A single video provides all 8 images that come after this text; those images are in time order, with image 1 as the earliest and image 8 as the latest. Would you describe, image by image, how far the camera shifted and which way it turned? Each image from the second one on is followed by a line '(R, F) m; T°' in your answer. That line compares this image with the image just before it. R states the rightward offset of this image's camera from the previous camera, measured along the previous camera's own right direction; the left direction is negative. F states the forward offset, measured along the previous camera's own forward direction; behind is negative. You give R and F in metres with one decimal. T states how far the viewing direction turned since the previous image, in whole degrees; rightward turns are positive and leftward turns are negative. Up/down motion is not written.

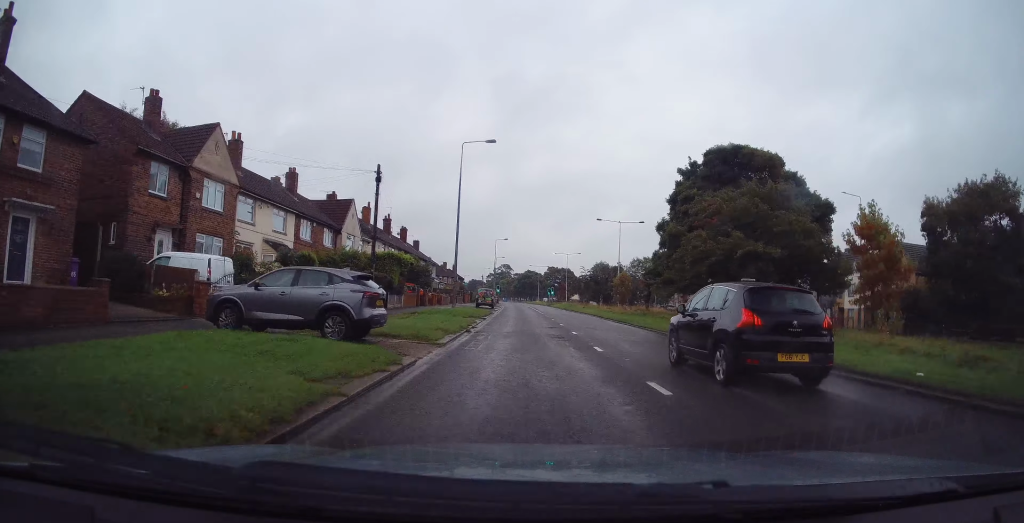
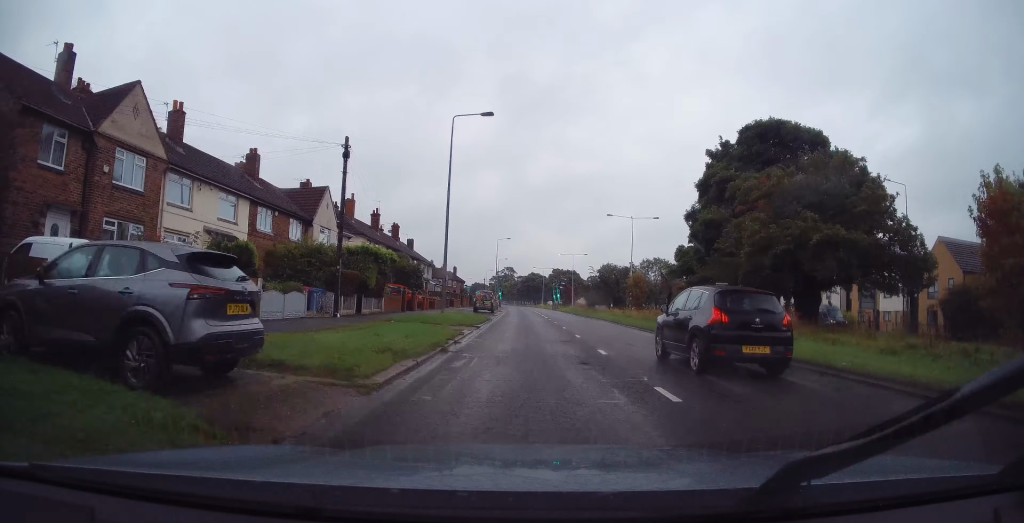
(+0.1, +6.3) m; -1°
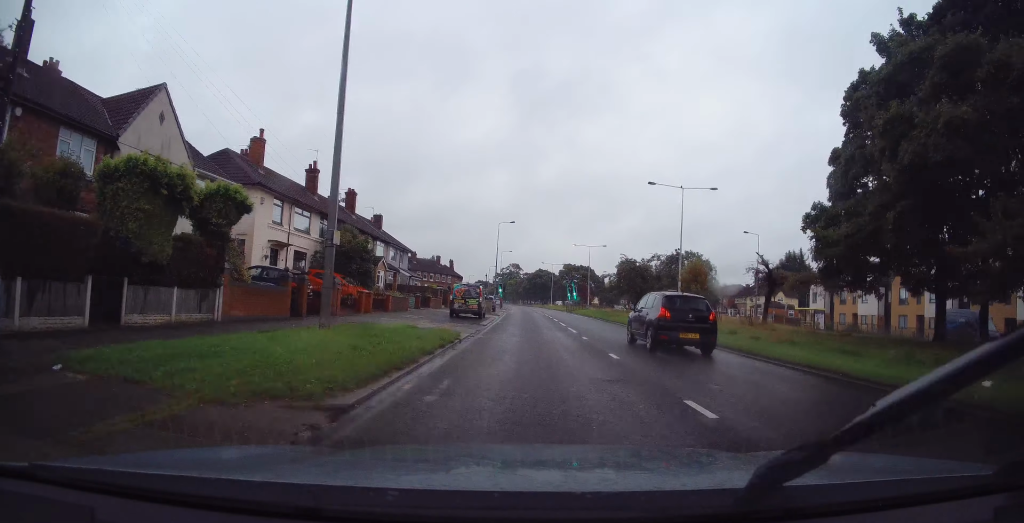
(+0.1, +19.1) m; +1°
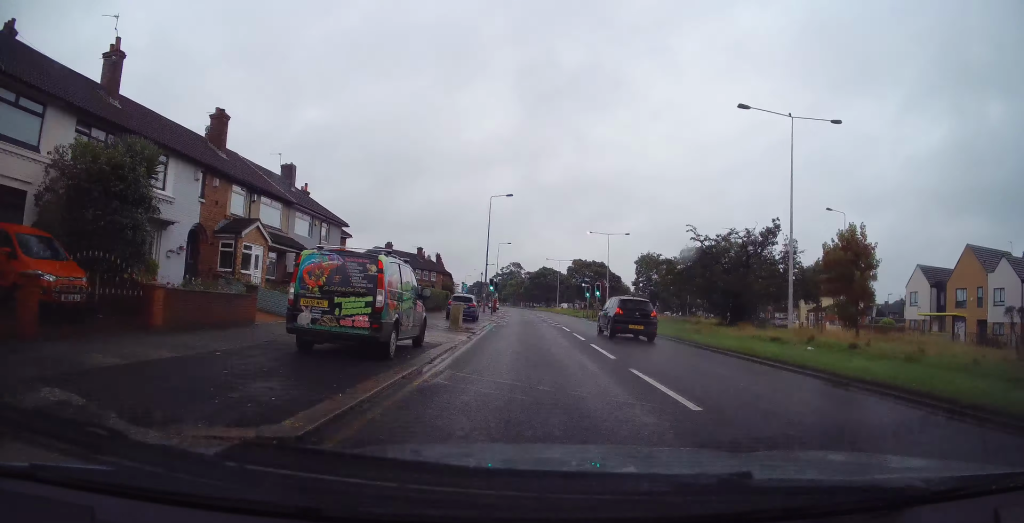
(-0.3, +21.4) m; -1°
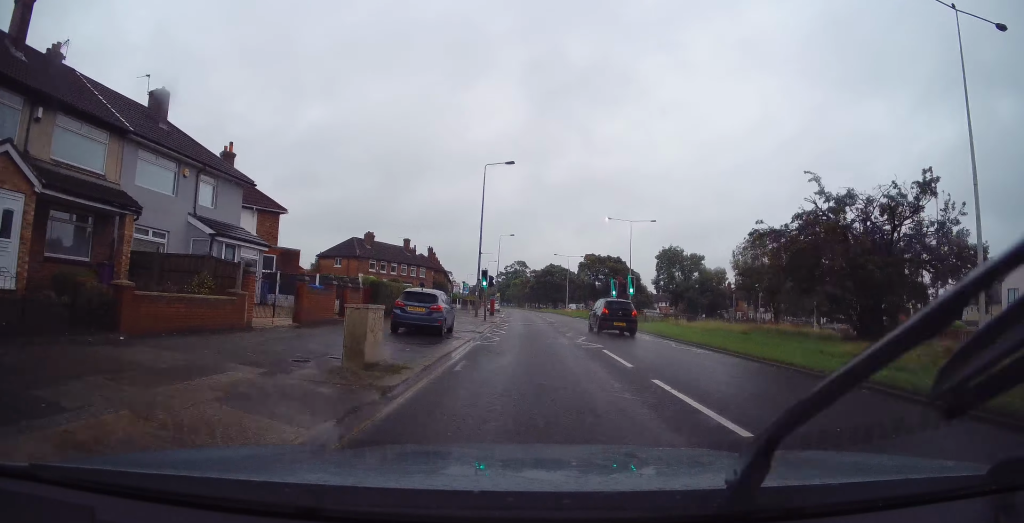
(+0.2, +13.4) m; 0°
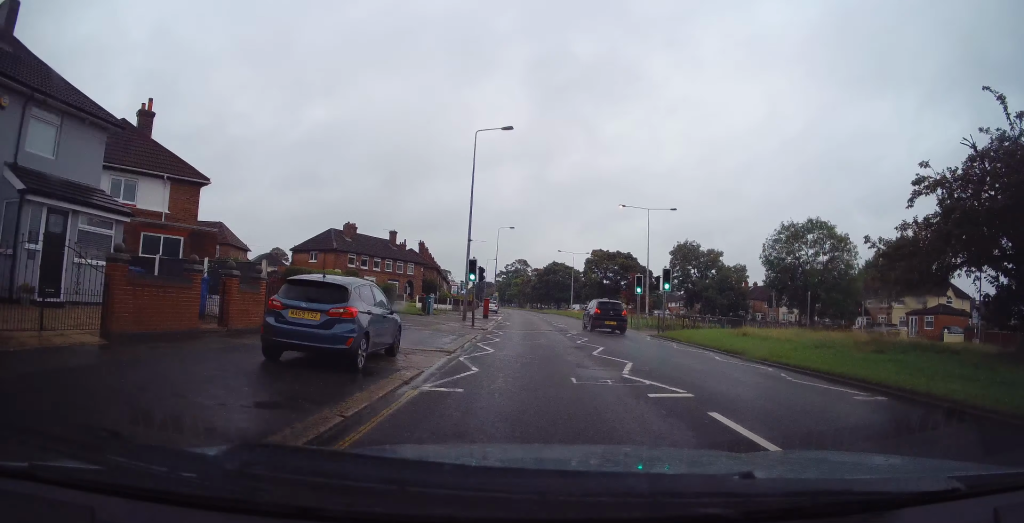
(-0.1, +8.4) m; -1°
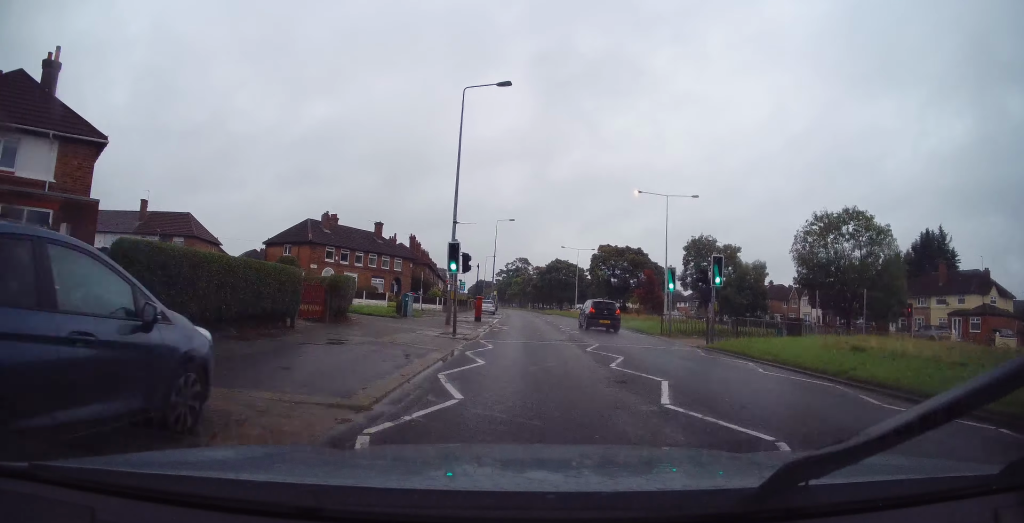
(0.0, +7.0) m; -1°
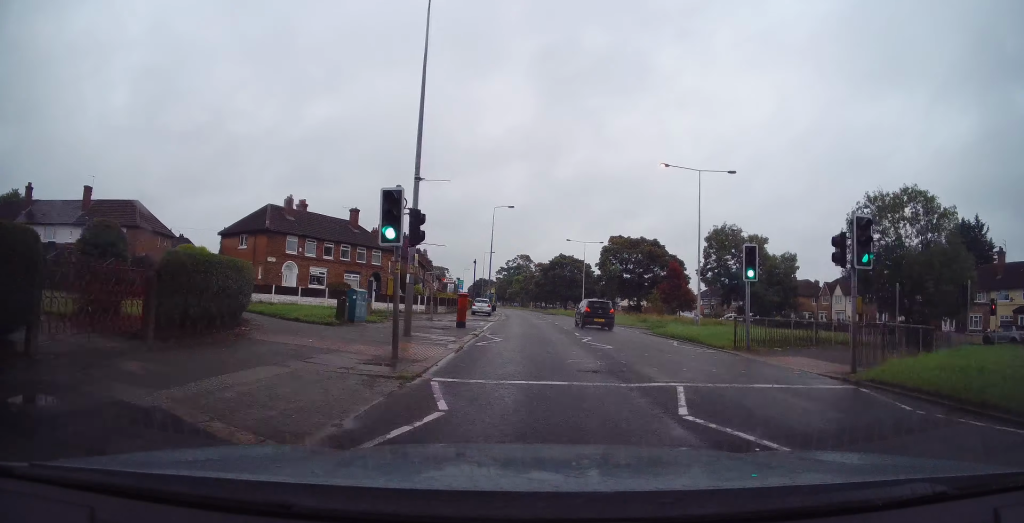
(0.0, +8.9) m; -1°
